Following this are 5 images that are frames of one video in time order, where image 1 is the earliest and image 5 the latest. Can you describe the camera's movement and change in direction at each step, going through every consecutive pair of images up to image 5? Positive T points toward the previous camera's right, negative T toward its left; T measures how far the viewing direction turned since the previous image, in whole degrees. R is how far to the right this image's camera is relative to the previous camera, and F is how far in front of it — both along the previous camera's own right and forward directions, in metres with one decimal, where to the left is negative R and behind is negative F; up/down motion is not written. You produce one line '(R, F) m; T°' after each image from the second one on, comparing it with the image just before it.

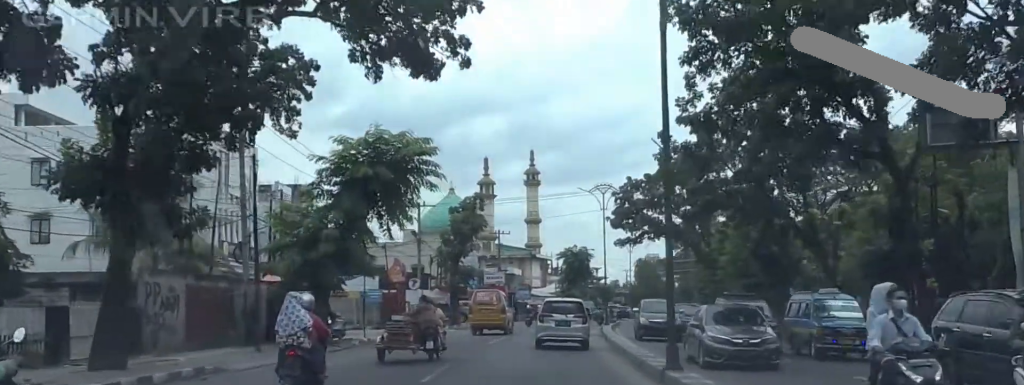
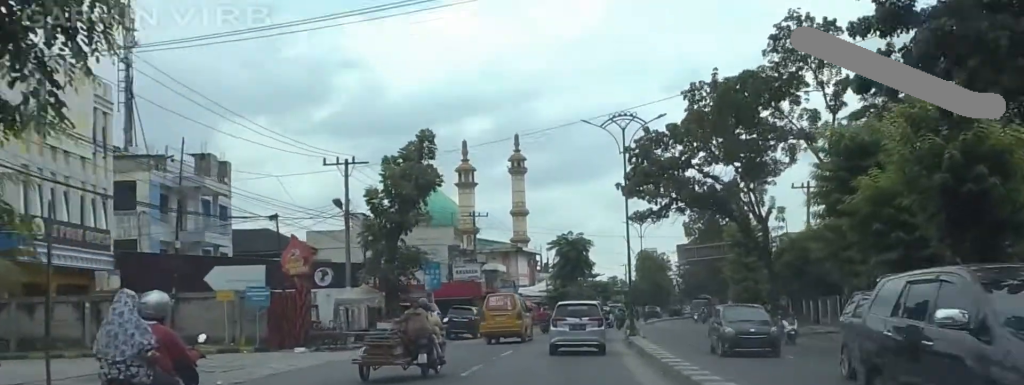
(+0.4, +19.4) m; +7°
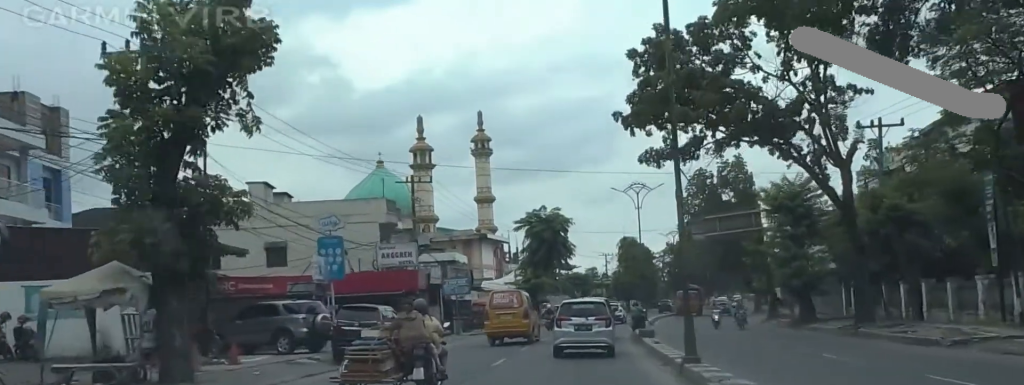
(+0.3, +19.9) m; -4°
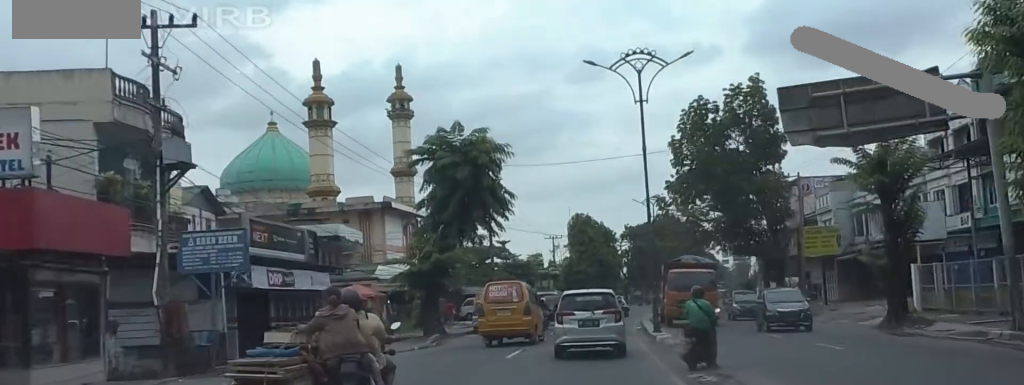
(+3.0, +30.8) m; +10°
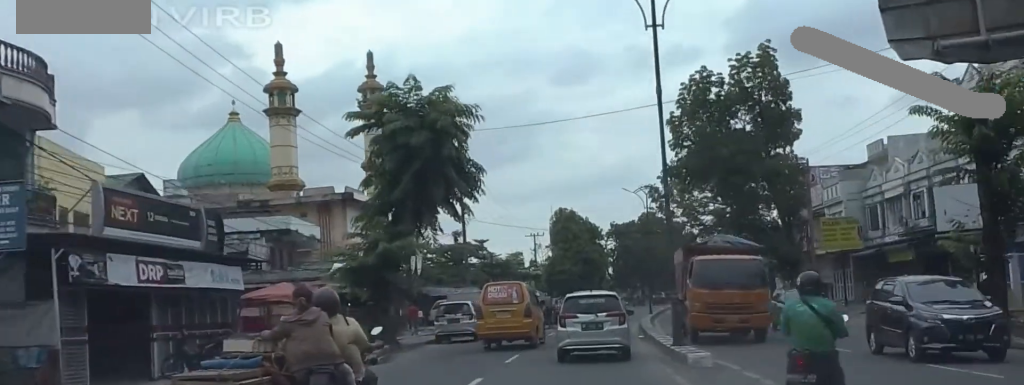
(-0.1, +8.2) m; -4°
